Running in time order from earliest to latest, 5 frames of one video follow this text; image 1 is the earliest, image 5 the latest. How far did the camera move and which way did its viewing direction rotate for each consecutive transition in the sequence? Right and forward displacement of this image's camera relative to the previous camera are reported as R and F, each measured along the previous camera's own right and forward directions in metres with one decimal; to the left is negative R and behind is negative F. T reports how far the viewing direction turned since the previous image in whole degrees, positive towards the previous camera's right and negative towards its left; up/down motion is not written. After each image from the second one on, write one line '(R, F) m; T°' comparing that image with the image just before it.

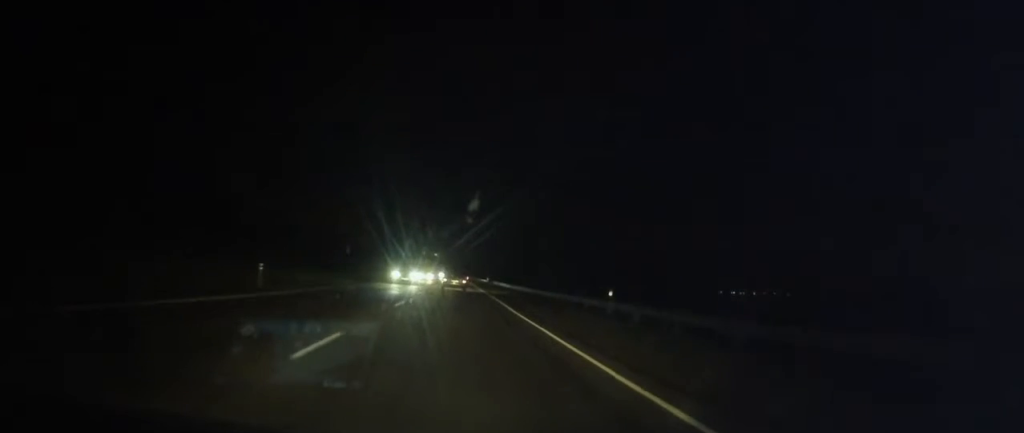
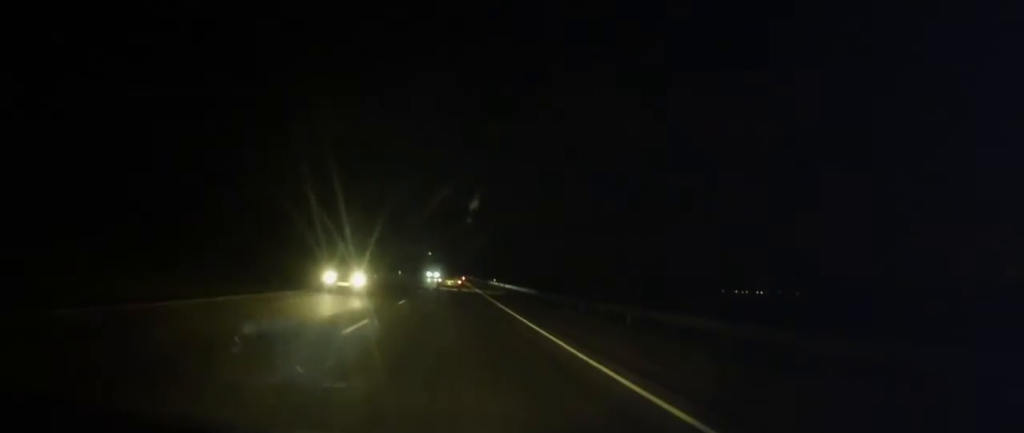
(-0.5, +31.1) m; -1°
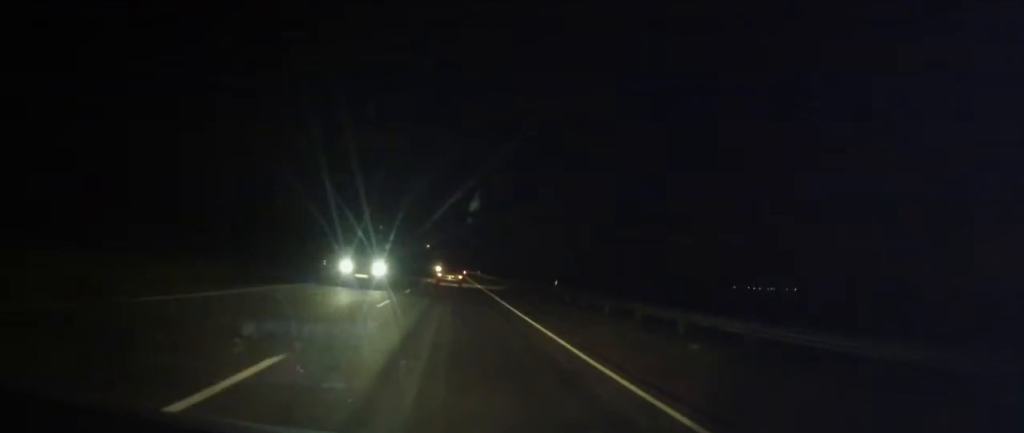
(+1.1, +53.1) m; +1°
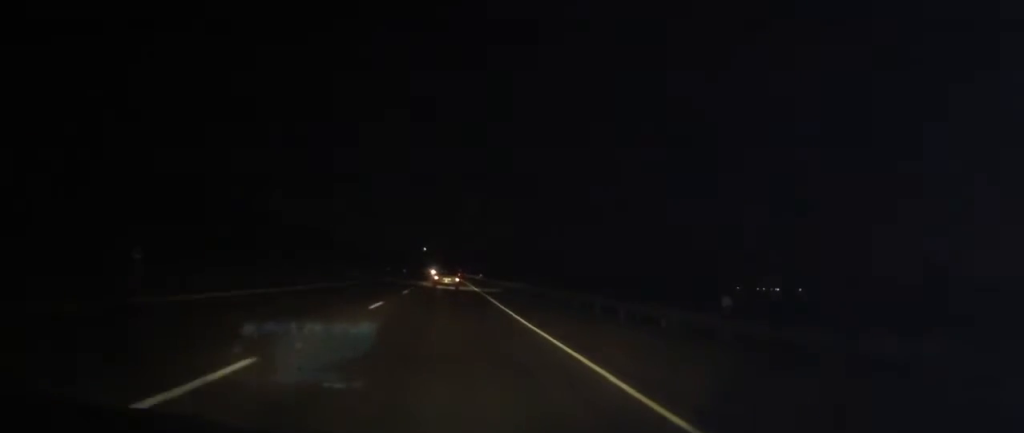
(-0.5, +23.3) m; -1°
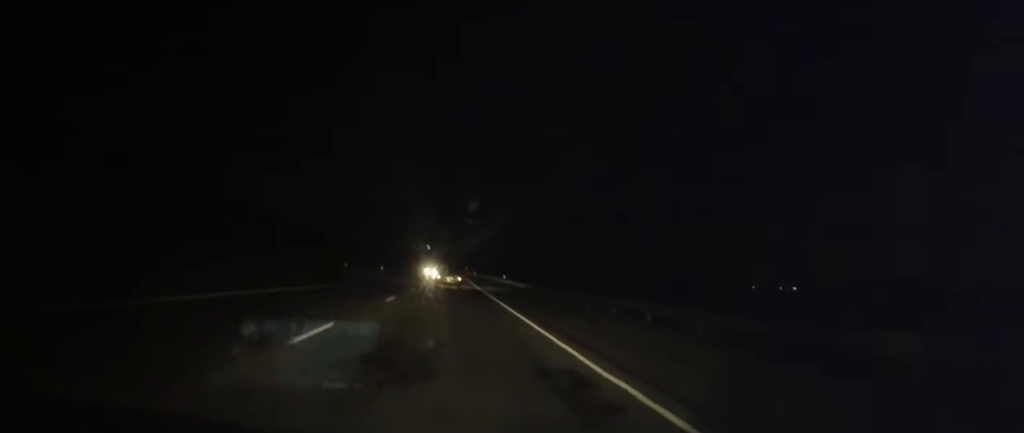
(+0.8, +43.2) m; +1°
